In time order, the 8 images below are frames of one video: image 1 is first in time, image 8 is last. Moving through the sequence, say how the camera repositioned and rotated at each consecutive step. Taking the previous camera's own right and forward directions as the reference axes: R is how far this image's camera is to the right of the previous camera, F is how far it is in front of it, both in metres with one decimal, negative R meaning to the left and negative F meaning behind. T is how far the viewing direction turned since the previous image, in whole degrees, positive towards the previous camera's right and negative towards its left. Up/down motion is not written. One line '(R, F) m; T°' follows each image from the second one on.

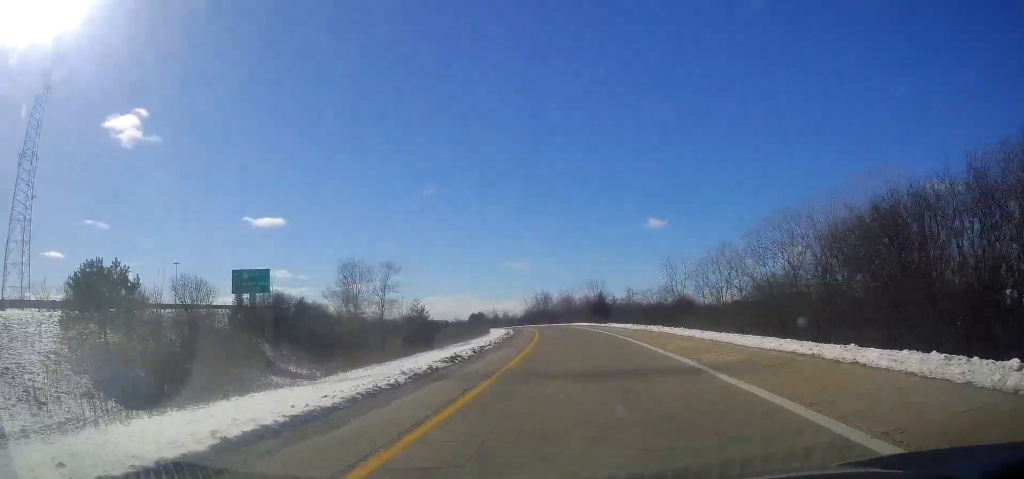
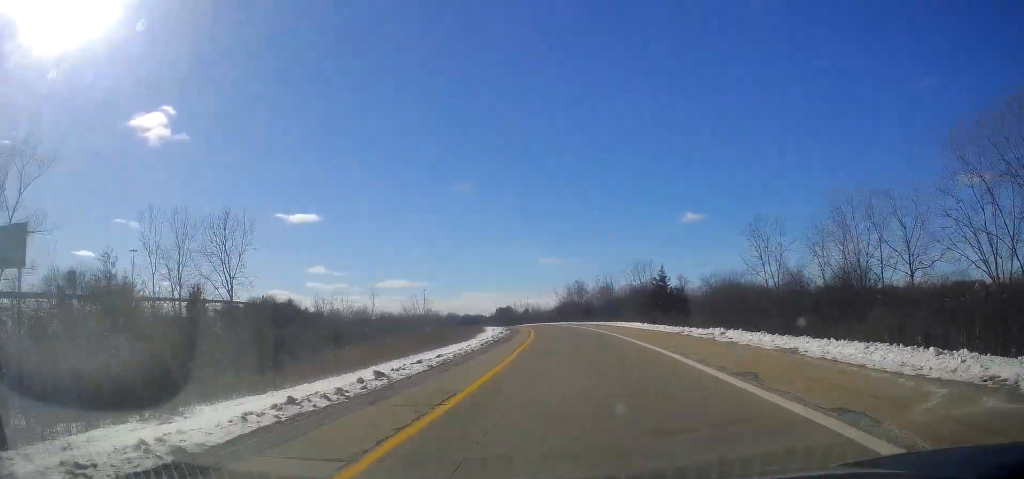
(-0.8, +40.6) m; -3°
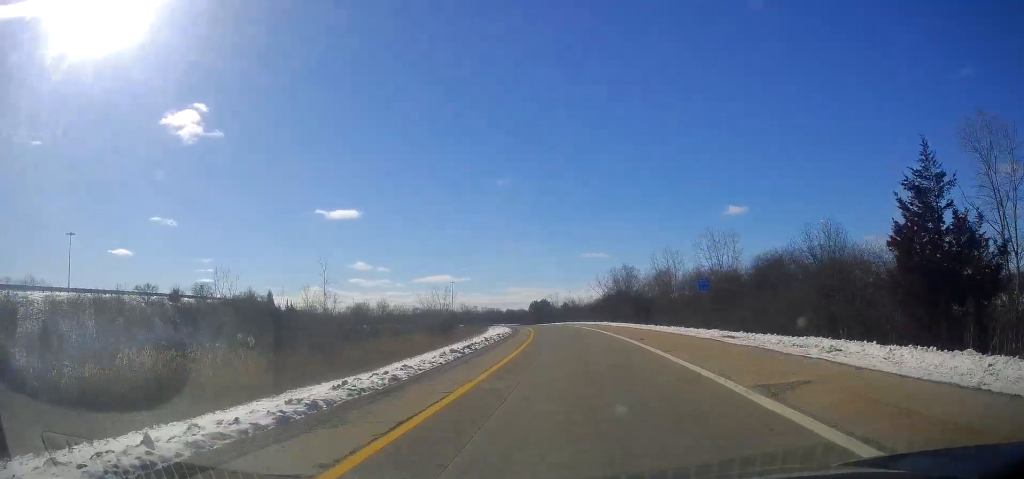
(-2.4, +45.9) m; -5°
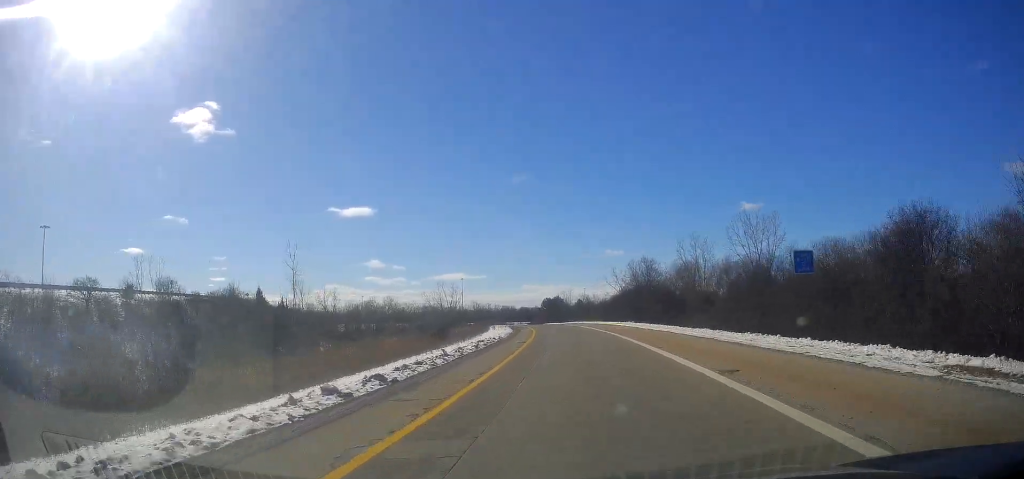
(0.0, +14.5) m; -1°
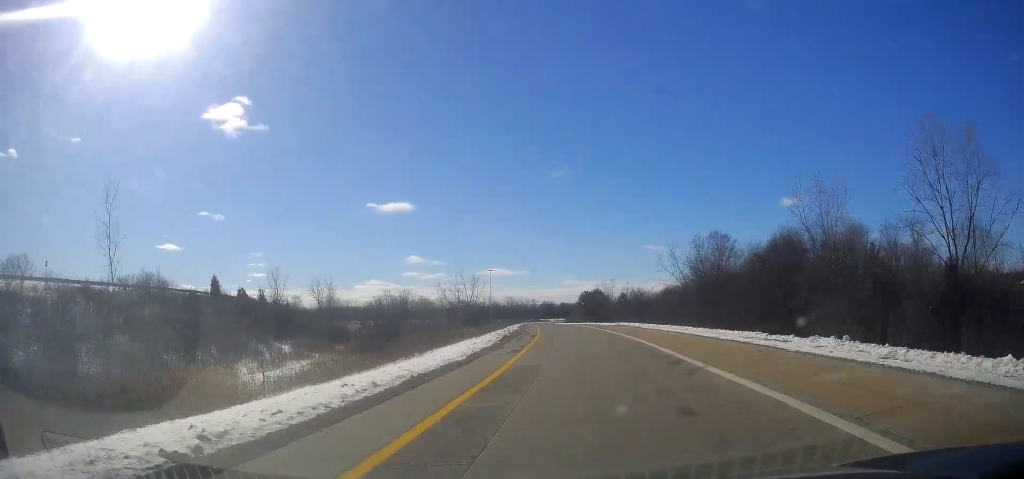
(-1.0, +39.0) m; -4°
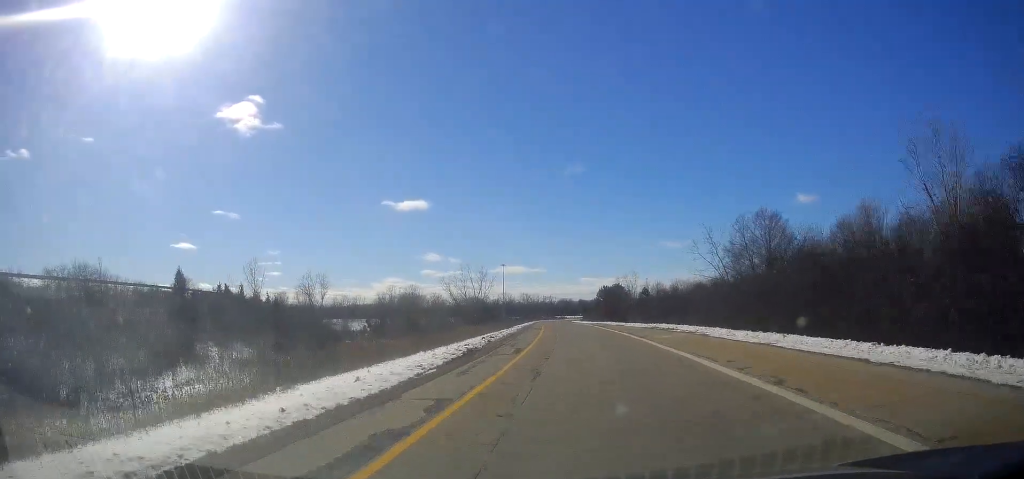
(-0.5, +18.8) m; -1°
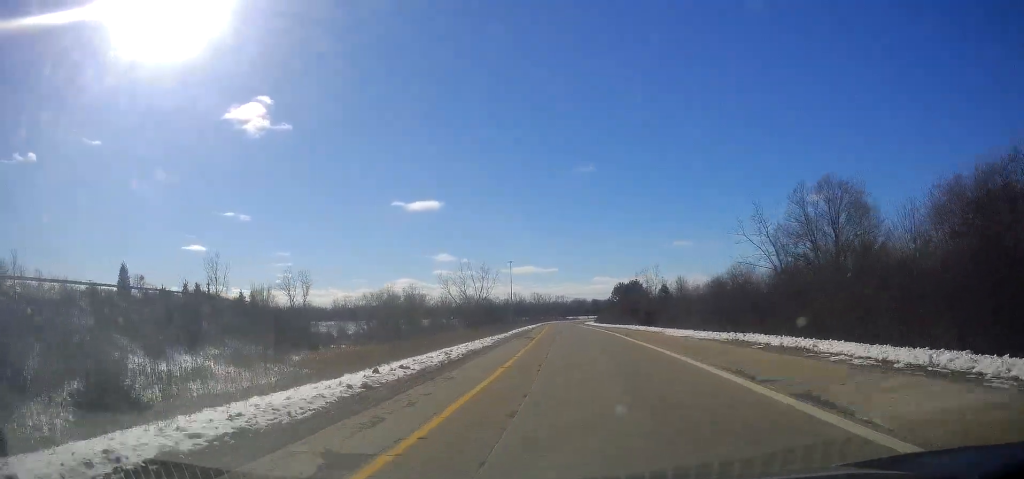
(-0.2, +19.7) m; -1°
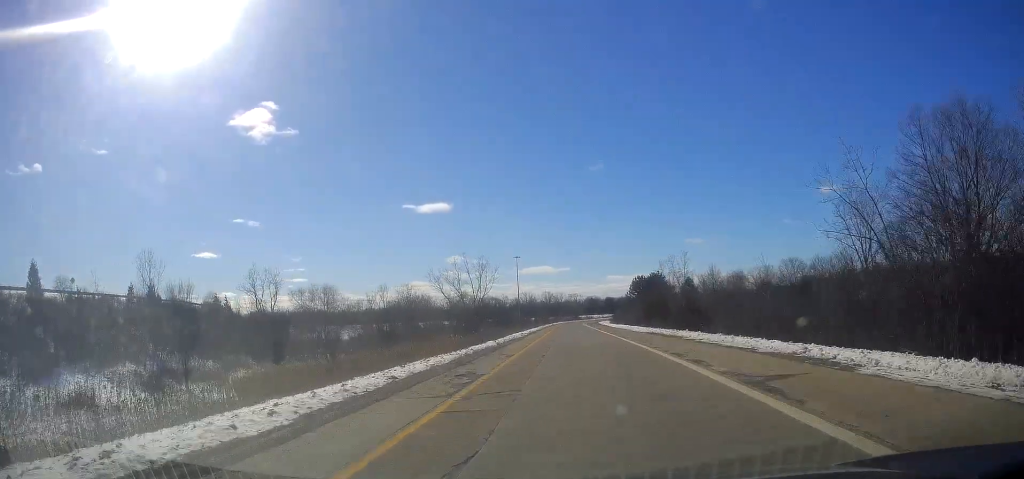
(+0.1, +23.4) m; -1°
